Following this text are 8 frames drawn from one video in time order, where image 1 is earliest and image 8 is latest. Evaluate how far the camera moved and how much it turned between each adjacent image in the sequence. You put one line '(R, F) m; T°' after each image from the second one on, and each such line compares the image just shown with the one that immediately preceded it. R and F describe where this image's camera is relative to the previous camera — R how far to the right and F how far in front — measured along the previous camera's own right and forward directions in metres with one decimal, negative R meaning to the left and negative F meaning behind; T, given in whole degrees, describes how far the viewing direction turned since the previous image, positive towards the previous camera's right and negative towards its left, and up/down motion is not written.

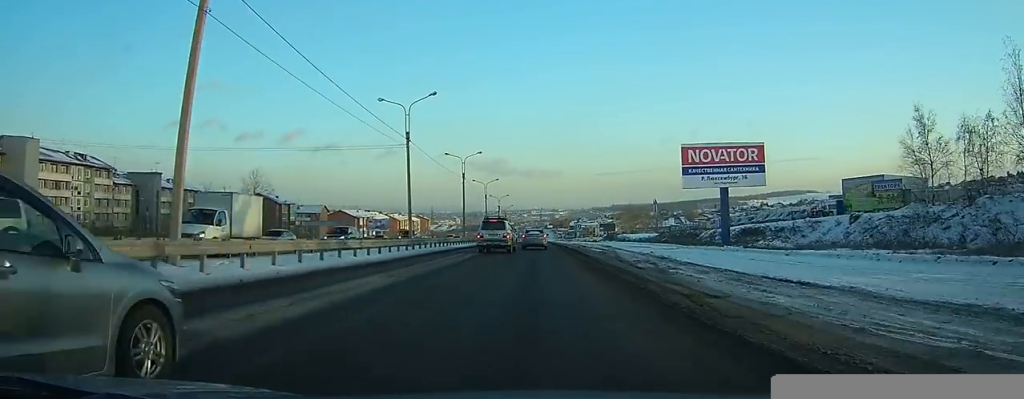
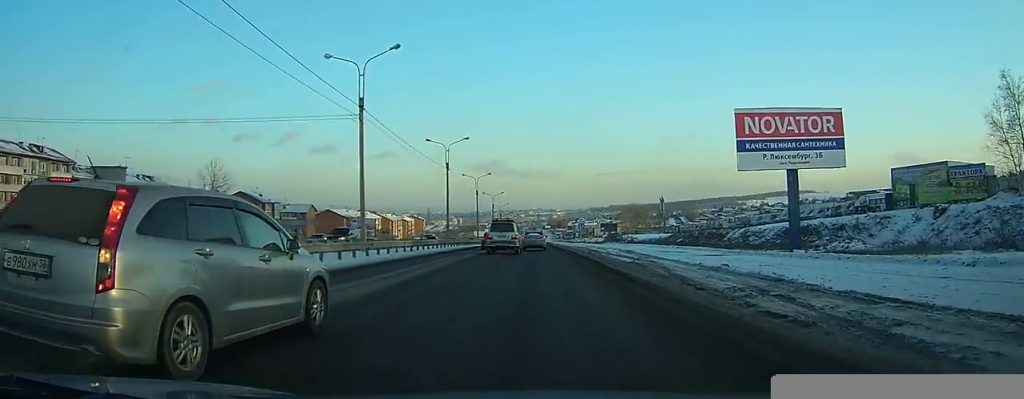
(0.0, +11.6) m; 0°
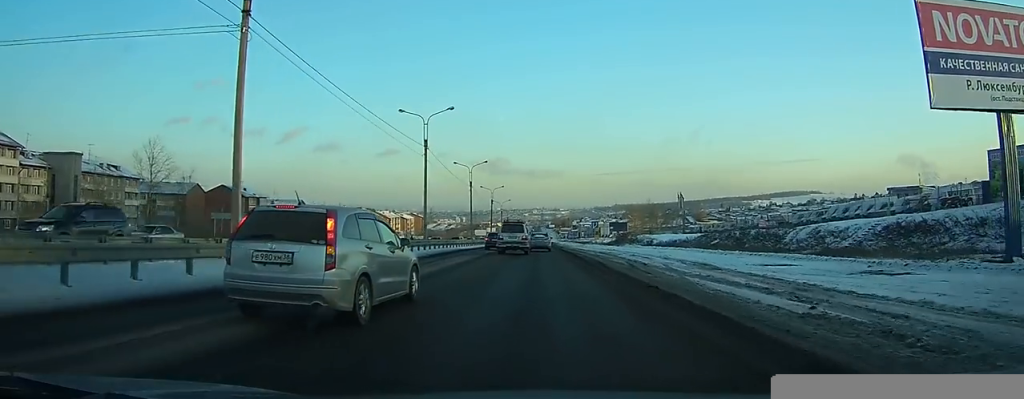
(0.0, +14.8) m; 0°
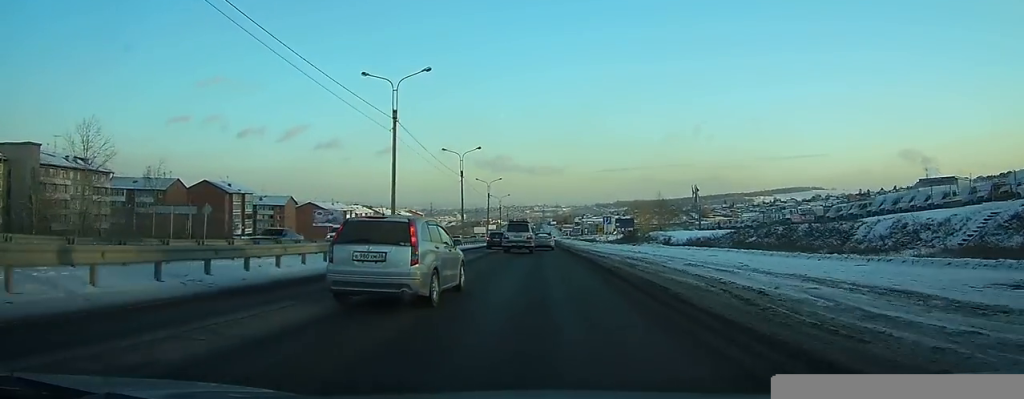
(0.0, +11.3) m; 0°
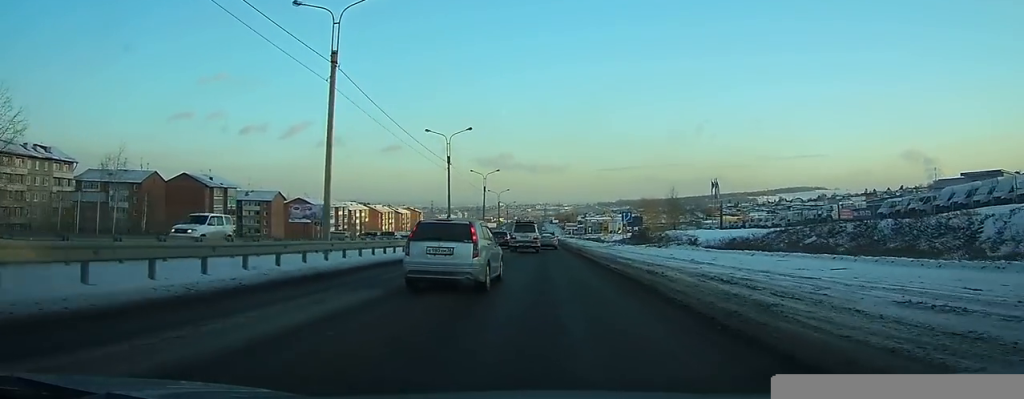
(0.0, +12.4) m; 0°
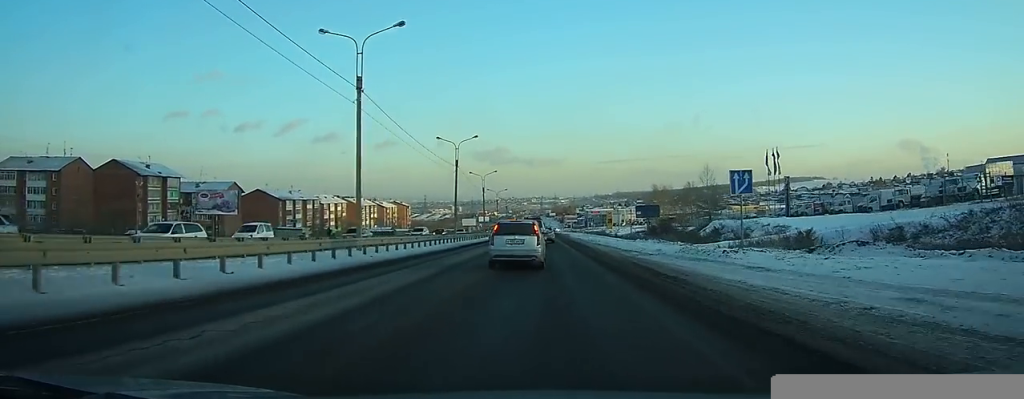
(-0.3, +29.1) m; -1°
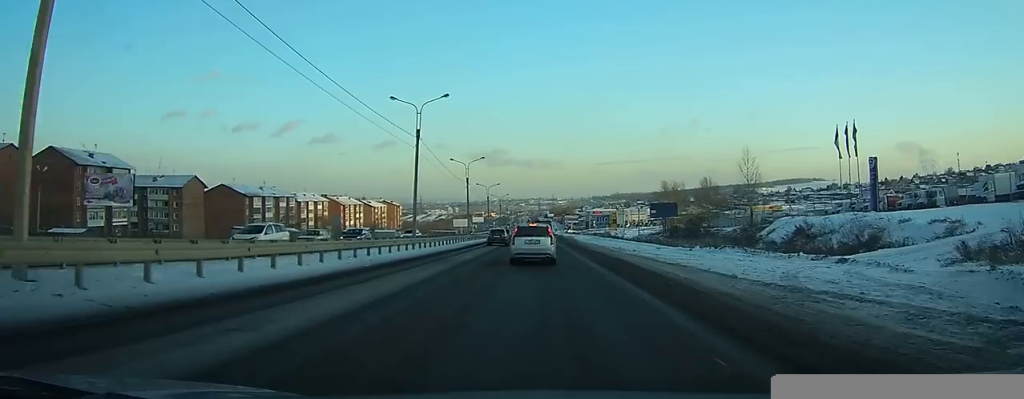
(0.0, +20.6) m; 0°
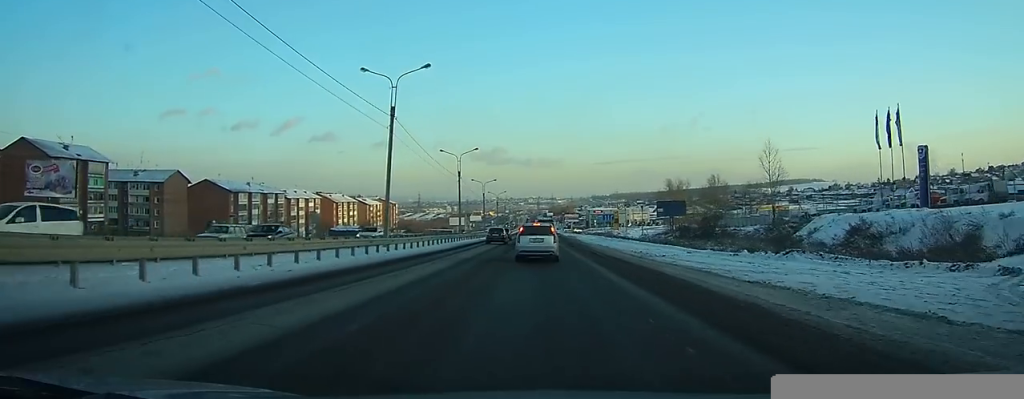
(0.0, +8.0) m; 0°
